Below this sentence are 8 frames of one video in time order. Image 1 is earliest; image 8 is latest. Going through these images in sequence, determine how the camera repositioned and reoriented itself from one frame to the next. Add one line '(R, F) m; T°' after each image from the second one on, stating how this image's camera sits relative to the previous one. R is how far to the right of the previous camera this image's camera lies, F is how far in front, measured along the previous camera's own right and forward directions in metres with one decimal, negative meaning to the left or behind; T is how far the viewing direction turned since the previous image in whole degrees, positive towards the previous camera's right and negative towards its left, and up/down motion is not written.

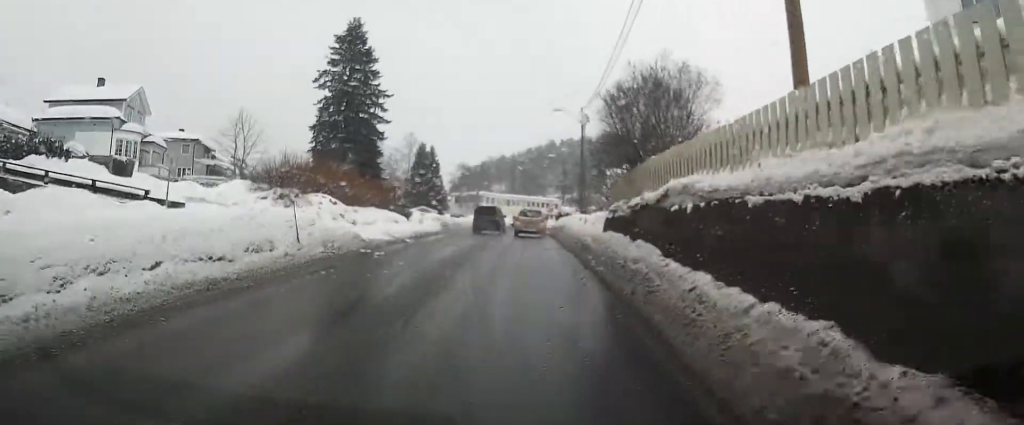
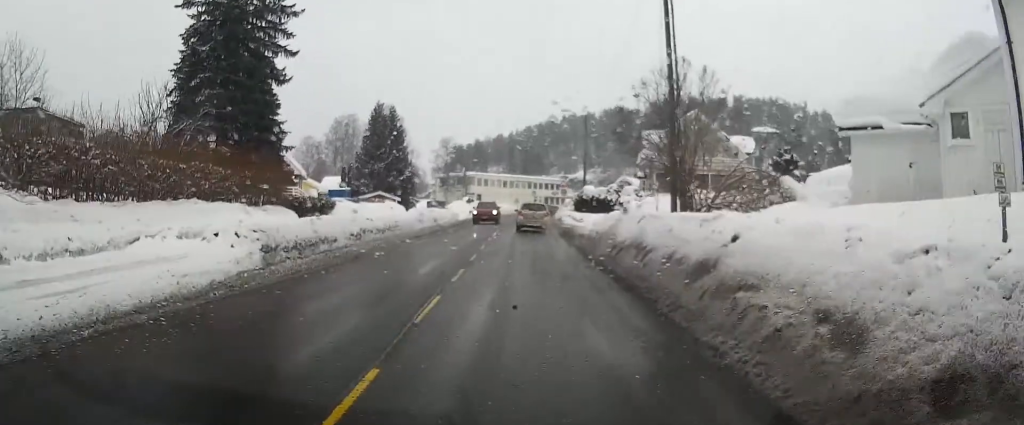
(-0.7, +27.3) m; -4°
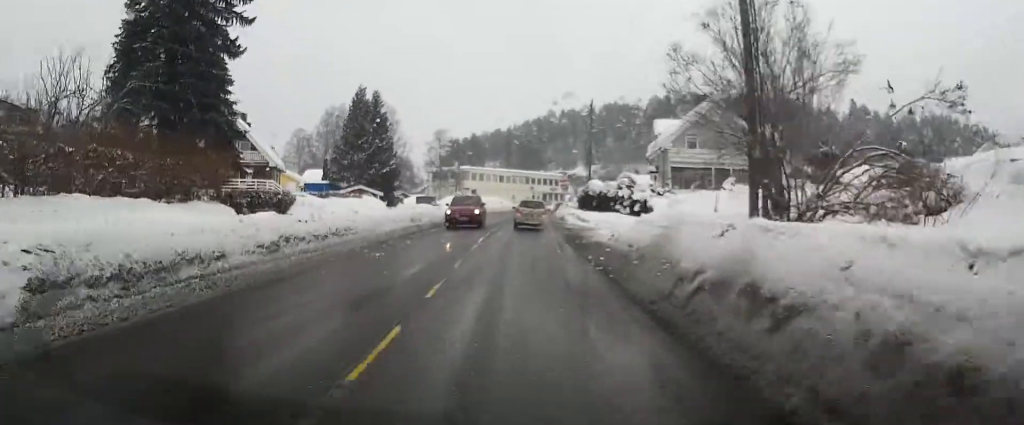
(-0.1, +6.5) m; 0°
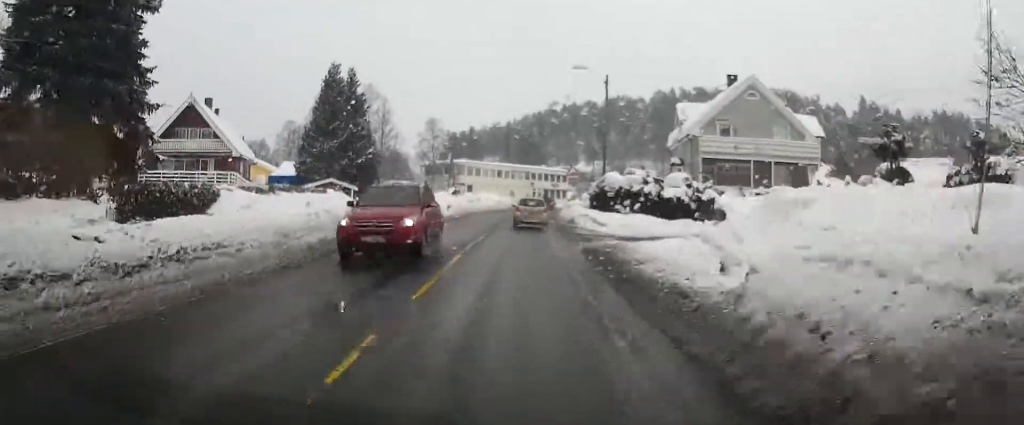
(0.0, +8.5) m; +1°
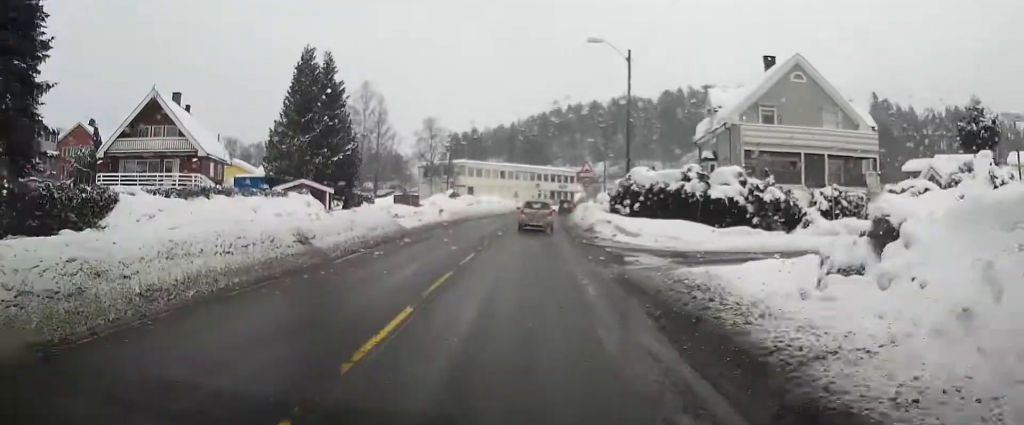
(+0.1, +7.0) m; +1°
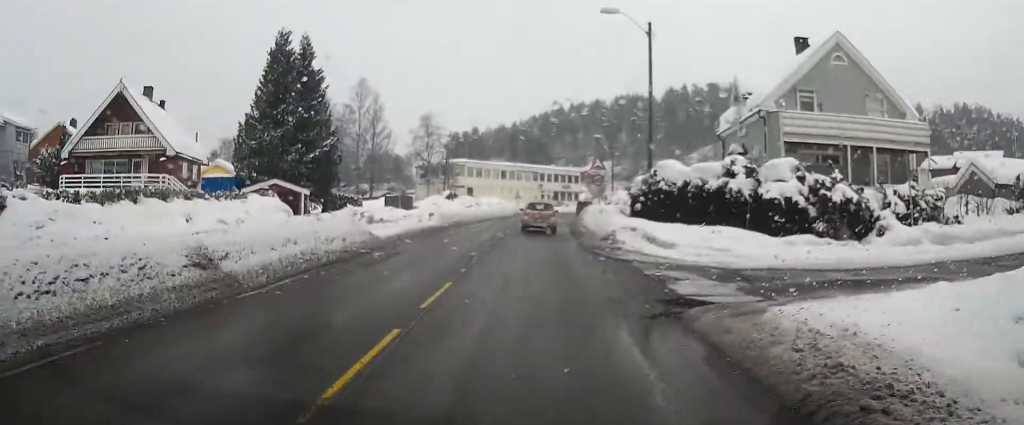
(+0.2, +4.9) m; -1°
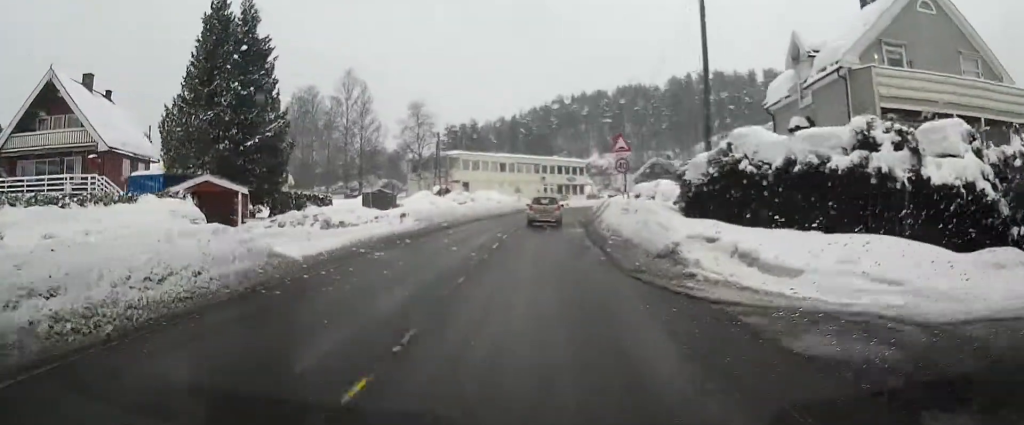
(-0.2, +8.2) m; -2°
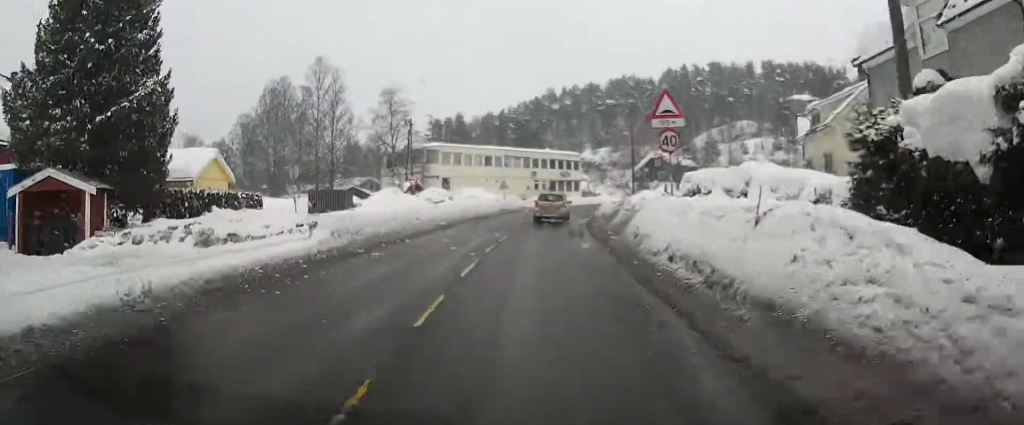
(-0.2, +10.2) m; +1°
